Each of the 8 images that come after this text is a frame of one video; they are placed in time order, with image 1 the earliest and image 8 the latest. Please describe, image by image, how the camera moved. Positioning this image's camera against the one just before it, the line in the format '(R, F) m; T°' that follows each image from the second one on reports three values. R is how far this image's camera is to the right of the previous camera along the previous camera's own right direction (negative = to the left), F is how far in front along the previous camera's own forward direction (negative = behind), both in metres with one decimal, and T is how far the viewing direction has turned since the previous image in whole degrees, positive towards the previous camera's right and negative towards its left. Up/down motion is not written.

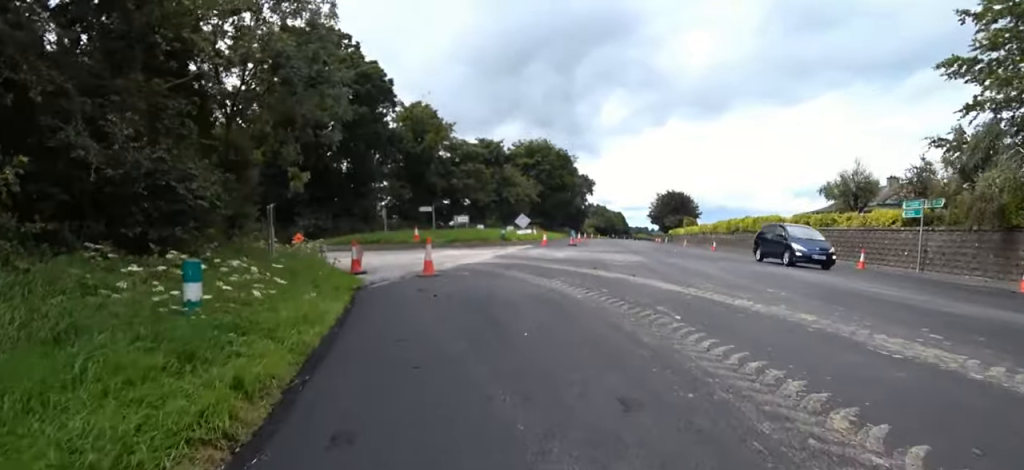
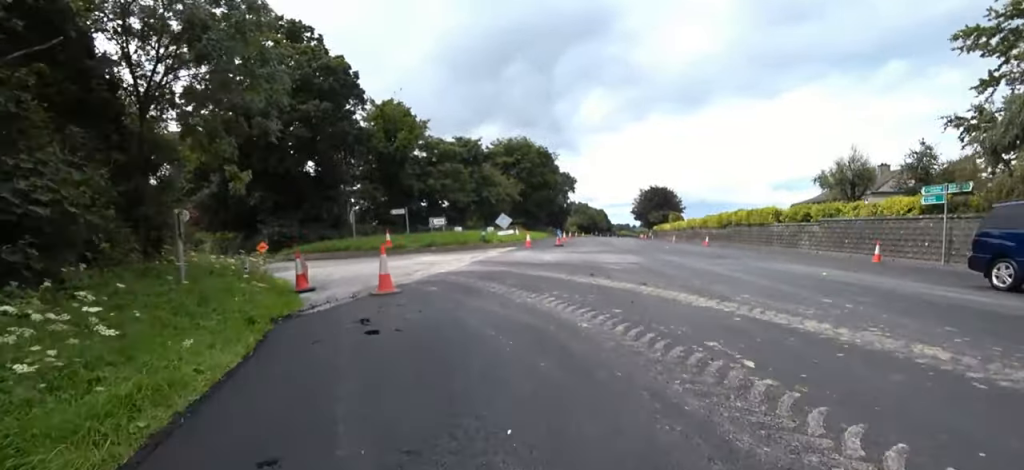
(0.0, +2.4) m; +2°
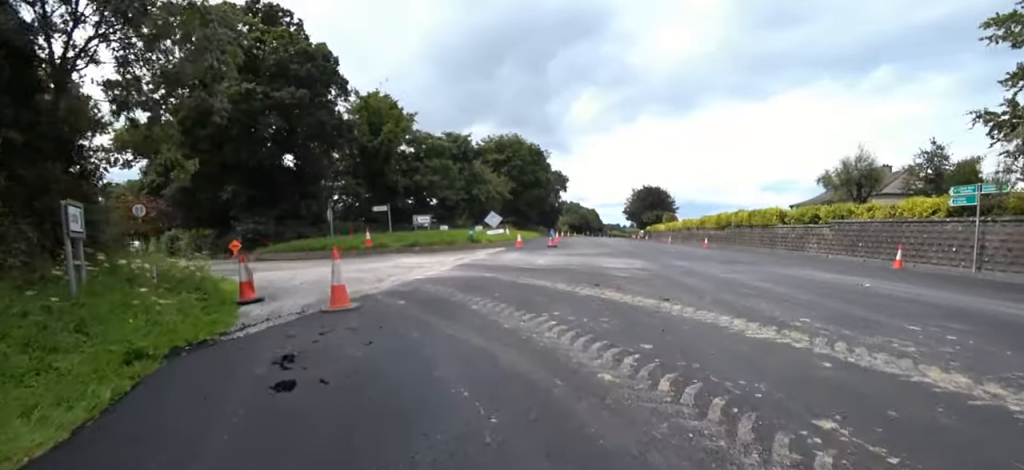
(+0.1, +1.9) m; +2°
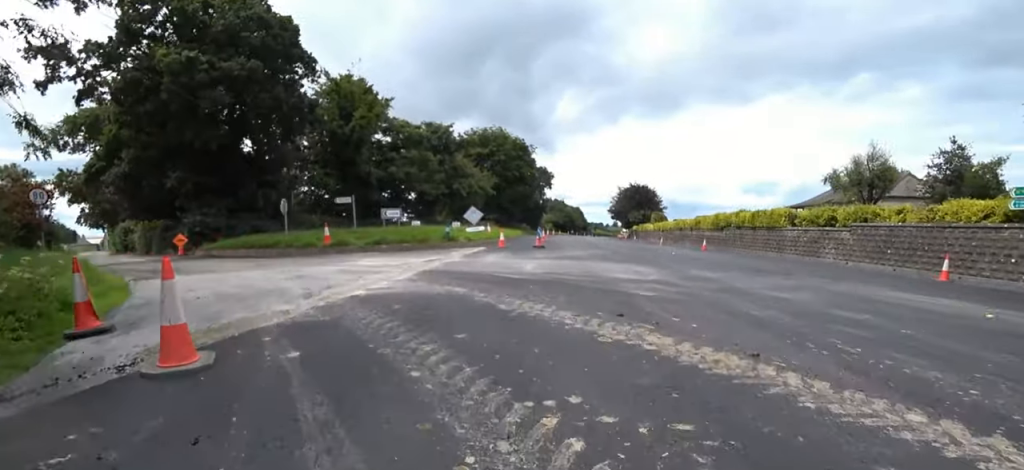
(+0.1, +3.1) m; +2°
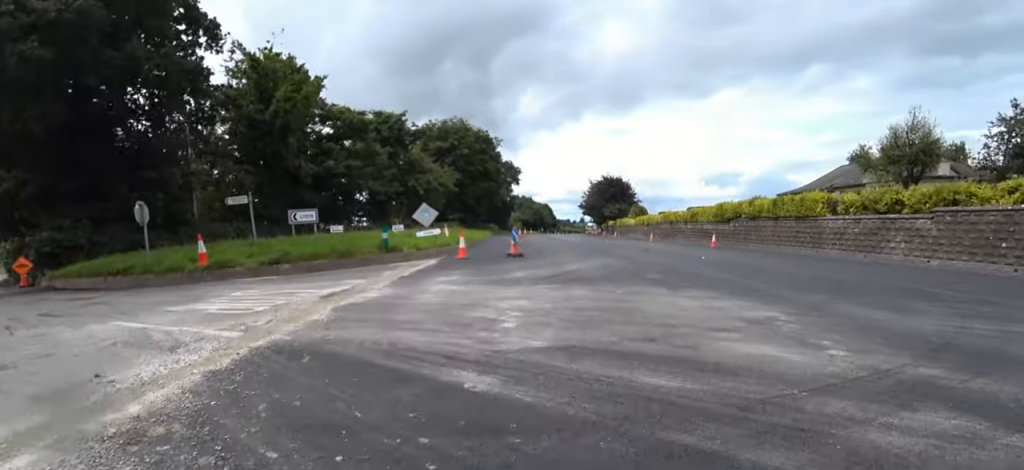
(+0.1, +6.6) m; +10°
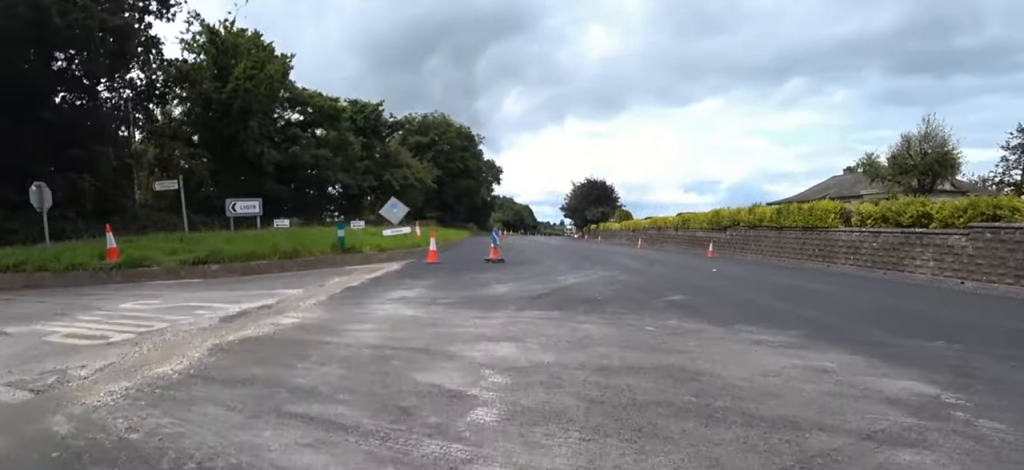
(+0.3, +2.4) m; -1°
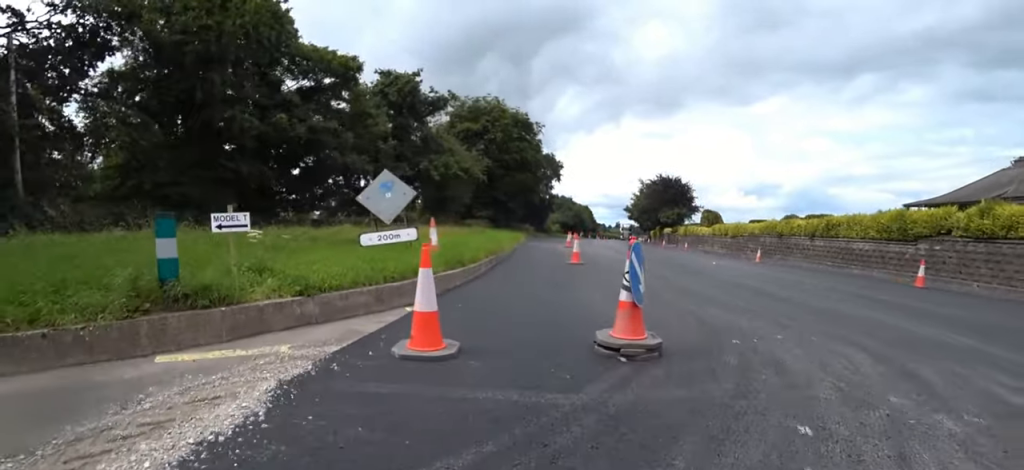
(-1.7, +8.9) m; -20°
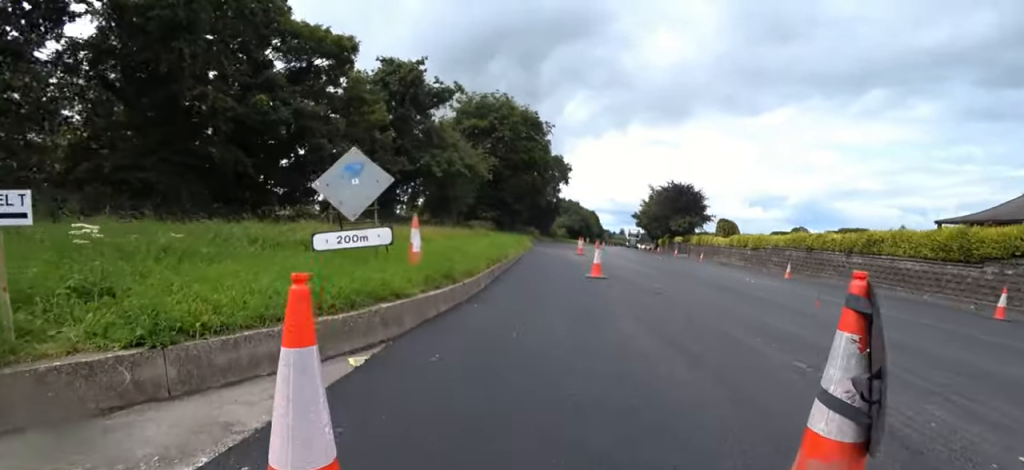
(0.0, +2.7) m; +1°
